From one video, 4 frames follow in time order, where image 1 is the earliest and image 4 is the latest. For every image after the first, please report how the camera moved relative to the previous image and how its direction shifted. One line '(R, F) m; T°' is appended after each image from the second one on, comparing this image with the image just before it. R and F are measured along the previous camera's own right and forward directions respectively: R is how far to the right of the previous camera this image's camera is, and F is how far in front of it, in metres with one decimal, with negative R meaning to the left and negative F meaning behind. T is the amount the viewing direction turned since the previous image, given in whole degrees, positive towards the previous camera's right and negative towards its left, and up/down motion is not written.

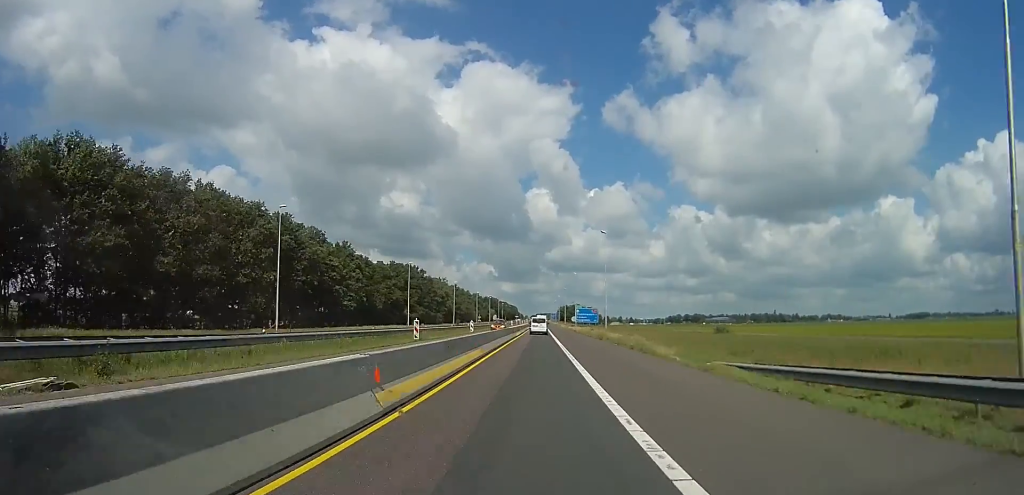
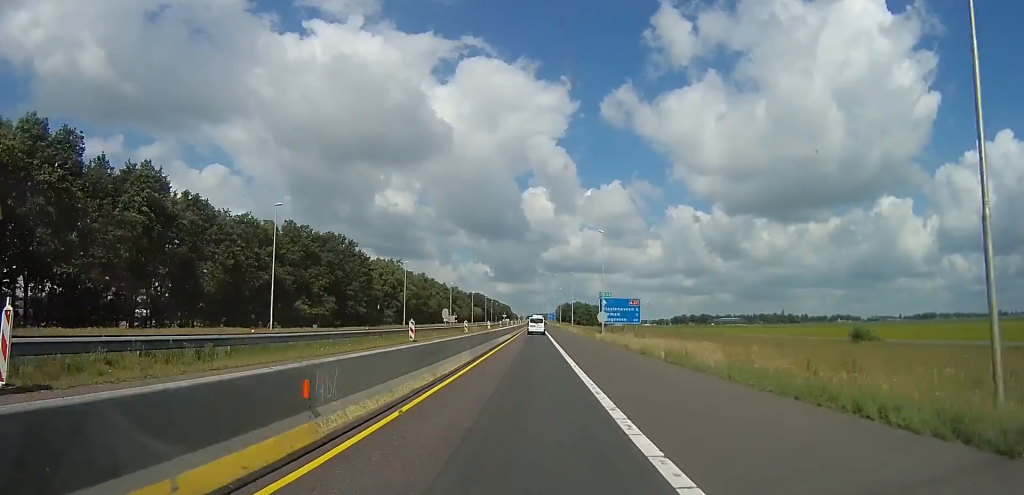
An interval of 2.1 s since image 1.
(-1.4, +49.6) m; -1°
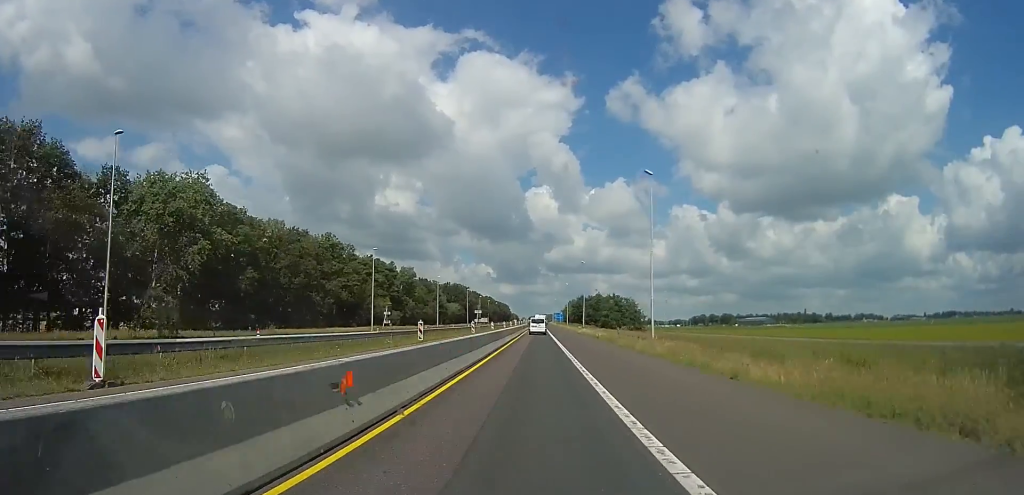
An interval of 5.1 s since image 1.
(-0.6, +71.0) m; -1°
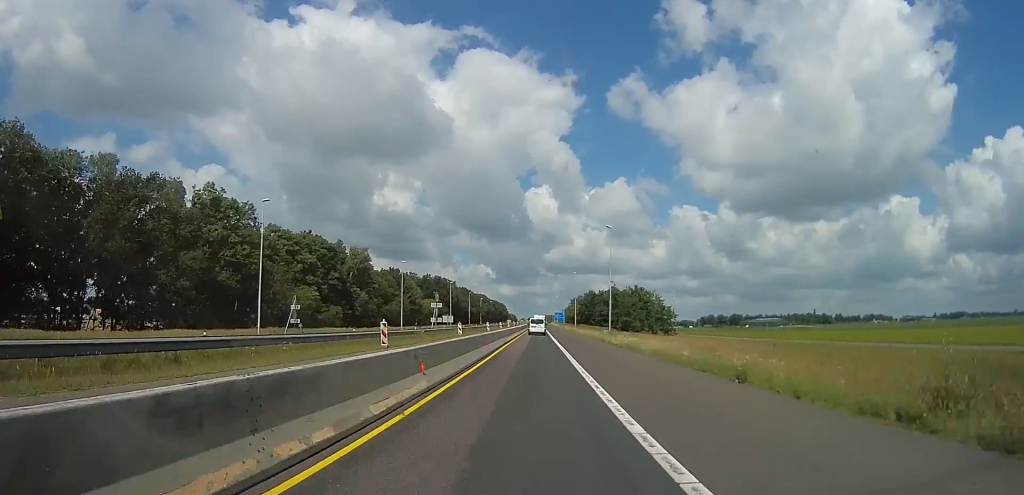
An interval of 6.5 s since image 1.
(-0.8, +32.0) m; +1°
